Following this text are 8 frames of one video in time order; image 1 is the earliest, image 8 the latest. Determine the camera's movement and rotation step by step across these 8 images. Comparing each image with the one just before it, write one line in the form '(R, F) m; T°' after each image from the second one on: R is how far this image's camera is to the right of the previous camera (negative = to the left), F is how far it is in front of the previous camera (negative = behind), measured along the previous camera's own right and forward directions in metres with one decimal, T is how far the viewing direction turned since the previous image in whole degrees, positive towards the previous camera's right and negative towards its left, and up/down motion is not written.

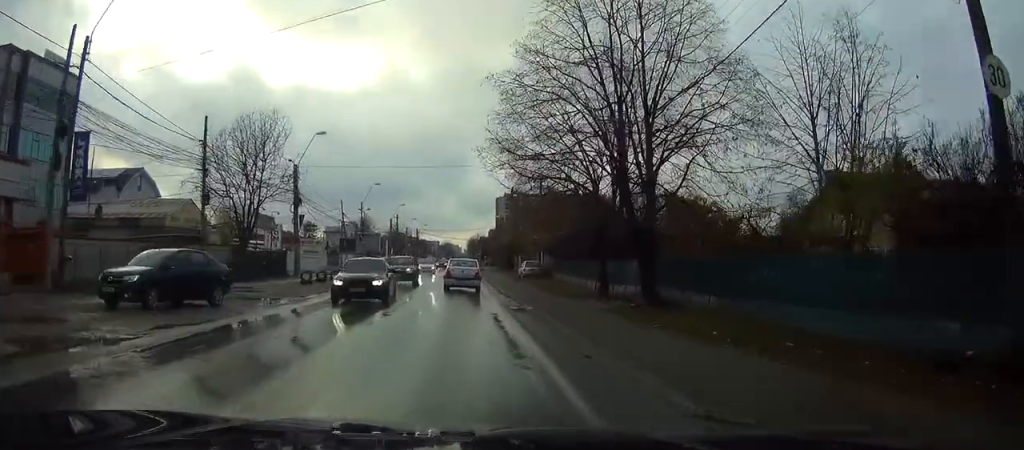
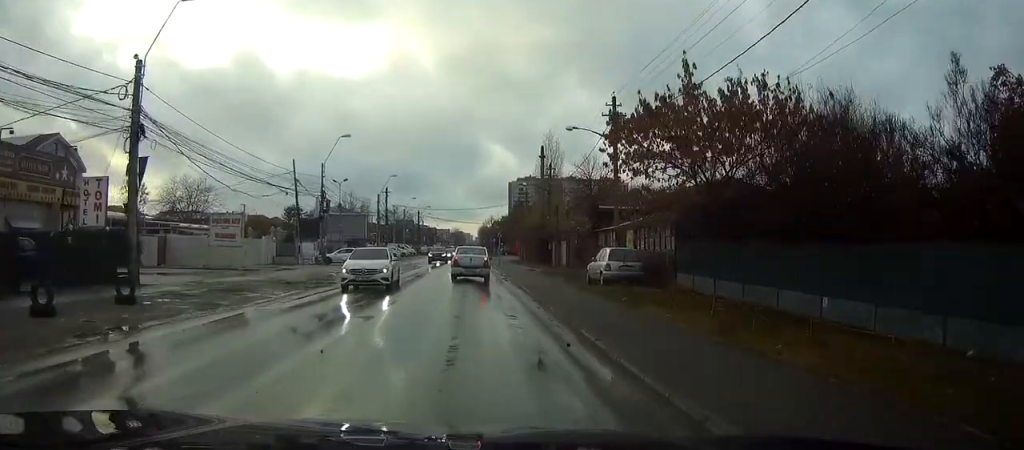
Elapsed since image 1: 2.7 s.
(-0.5, +28.4) m; -1°
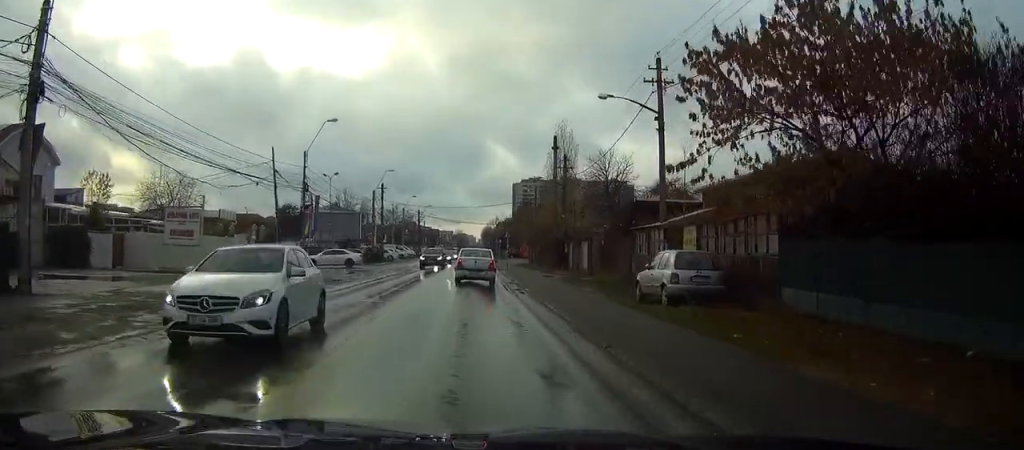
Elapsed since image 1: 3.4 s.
(0.0, +7.8) m; 0°
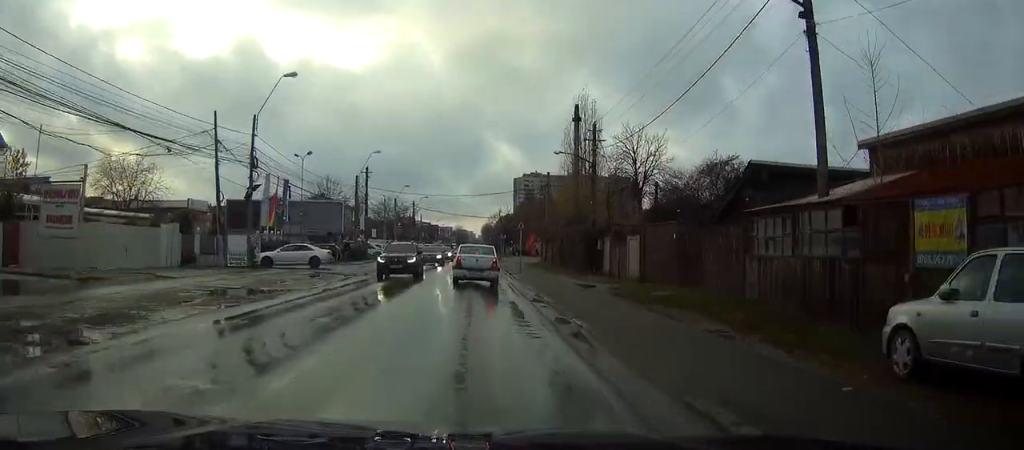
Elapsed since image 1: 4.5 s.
(-0.1, +12.8) m; -1°
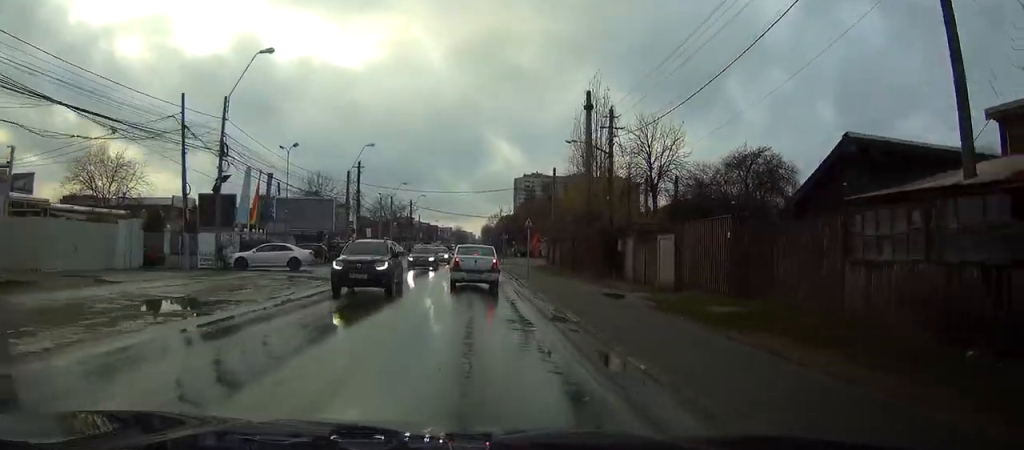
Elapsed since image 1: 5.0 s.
(-0.1, +5.4) m; 0°
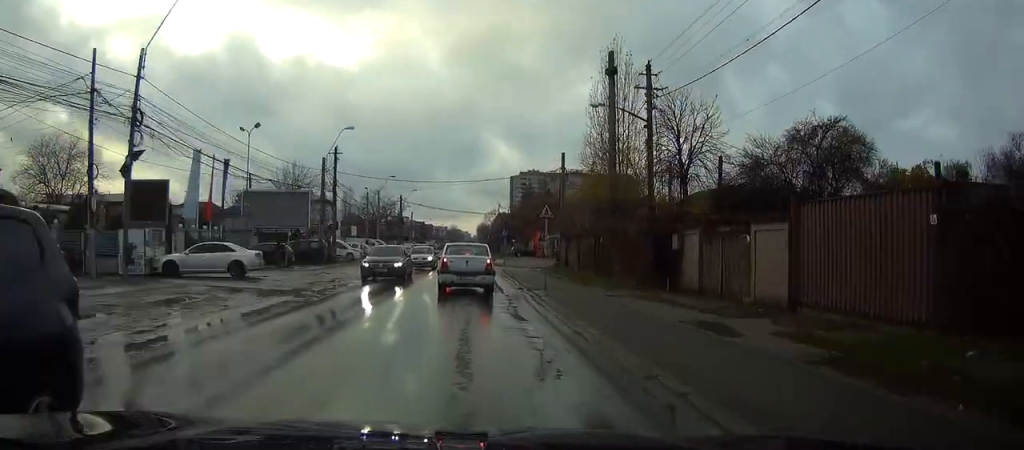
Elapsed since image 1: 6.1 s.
(+0.2, +10.2) m; 0°
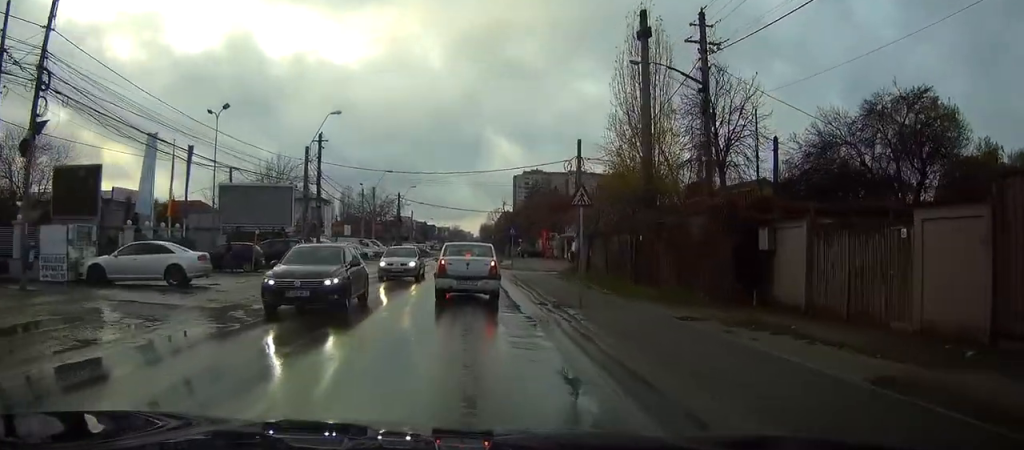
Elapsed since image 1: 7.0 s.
(-0.3, +7.7) m; 0°
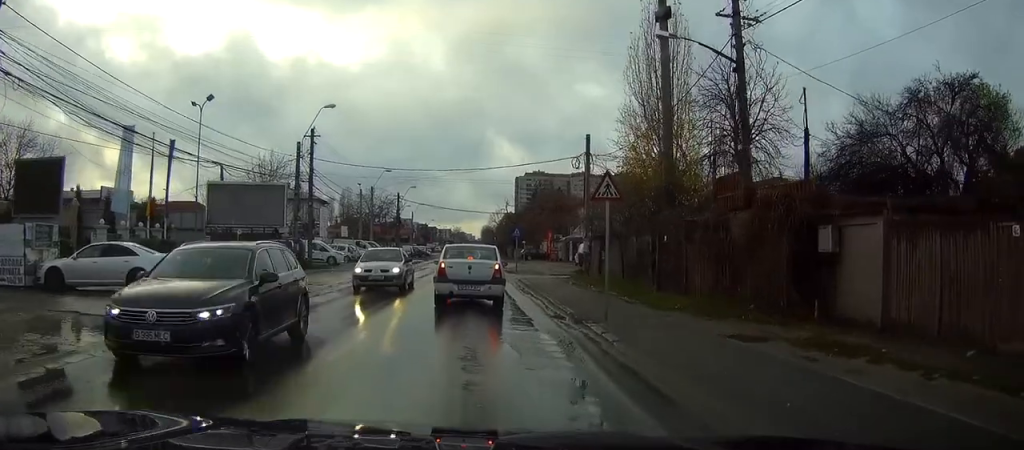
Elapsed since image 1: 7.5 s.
(+0.1, +3.1) m; +1°
